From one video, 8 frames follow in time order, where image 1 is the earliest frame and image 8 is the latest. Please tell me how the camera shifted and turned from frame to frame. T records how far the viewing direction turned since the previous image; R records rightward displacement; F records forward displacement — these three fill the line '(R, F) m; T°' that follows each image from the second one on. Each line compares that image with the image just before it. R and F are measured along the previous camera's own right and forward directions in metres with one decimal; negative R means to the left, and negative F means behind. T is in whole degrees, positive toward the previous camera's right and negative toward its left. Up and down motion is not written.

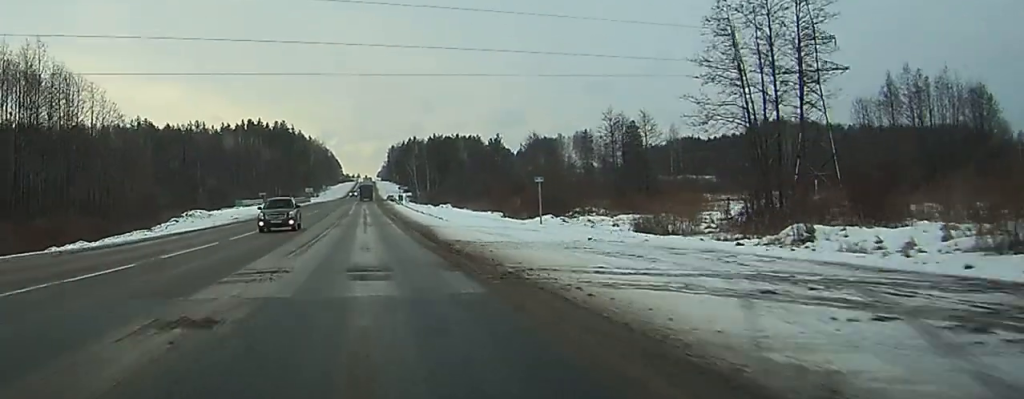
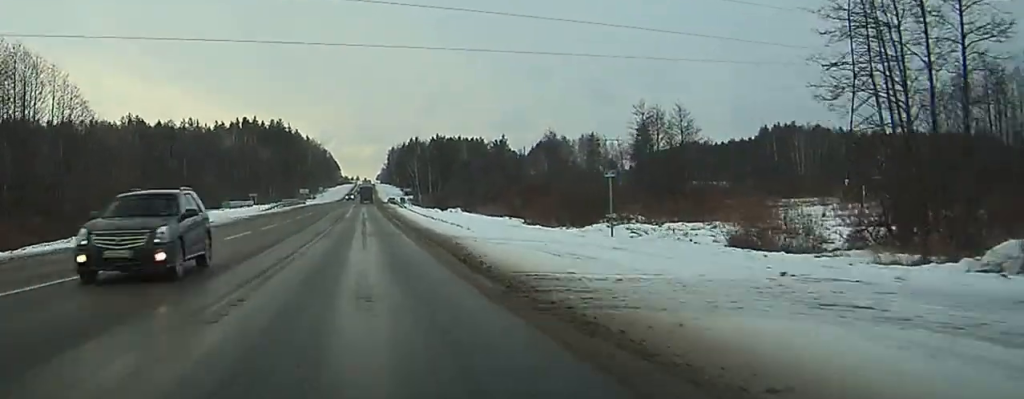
(+0.1, +12.7) m; 0°
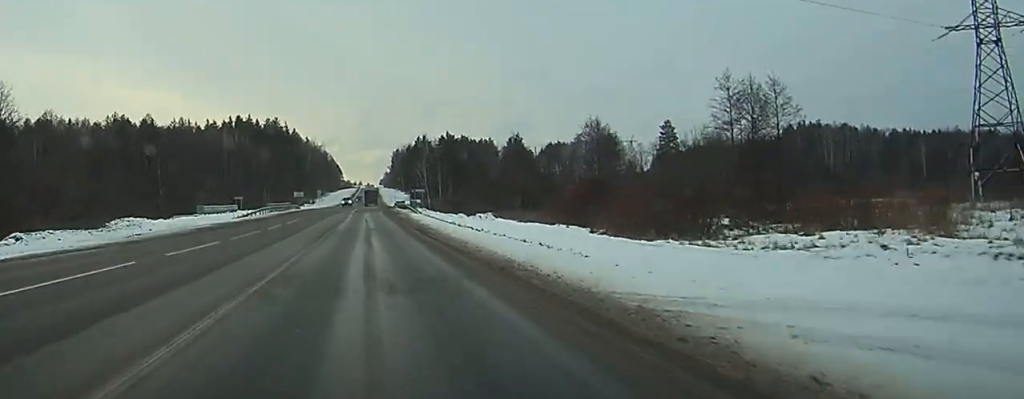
(-0.1, +22.7) m; 0°
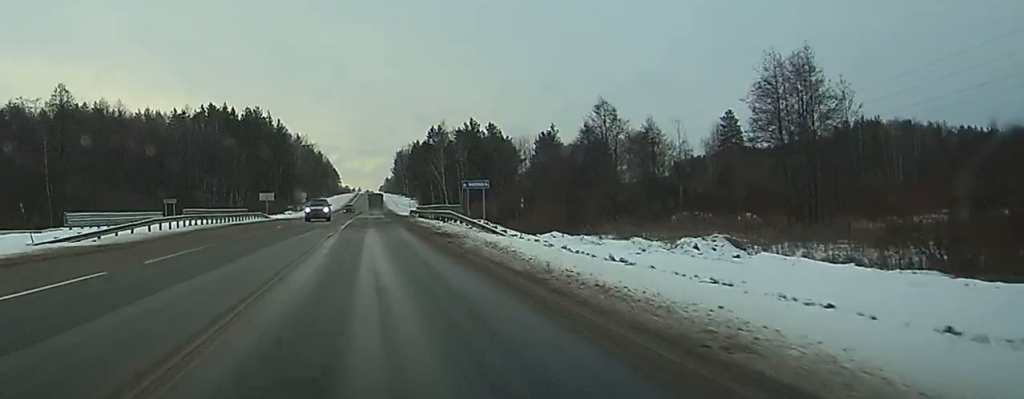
(0.0, +50.8) m; 0°
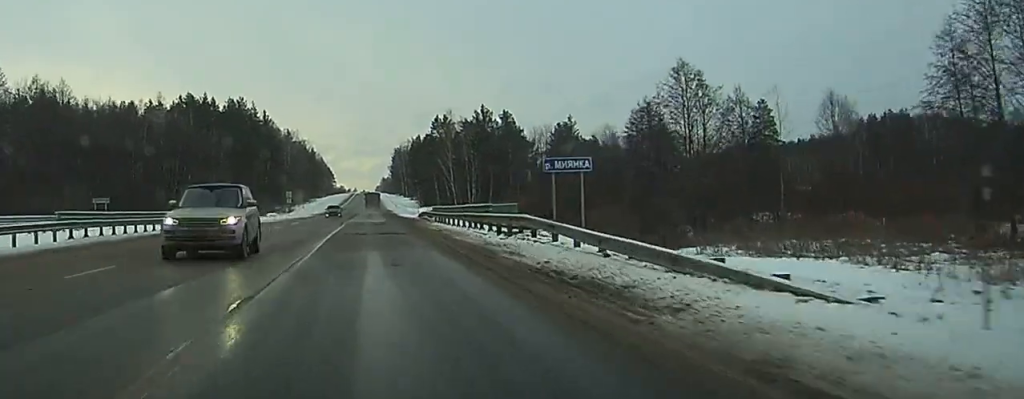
(0.0, +23.5) m; 0°
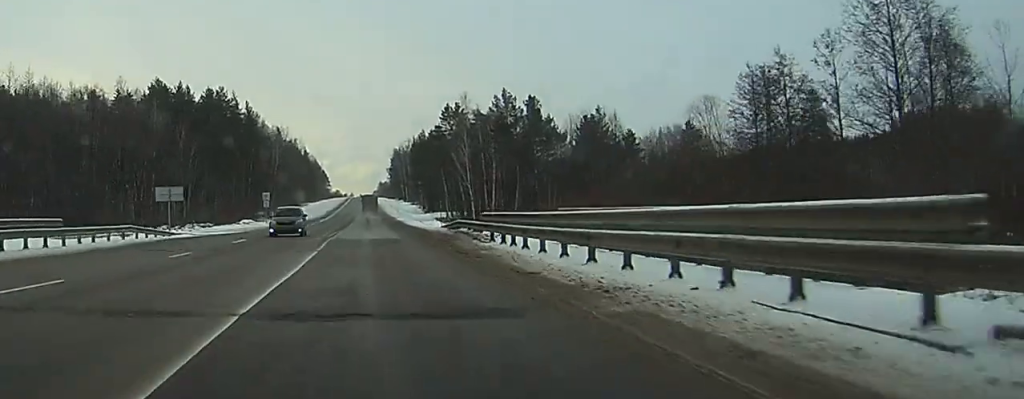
(0.0, +27.2) m; 0°
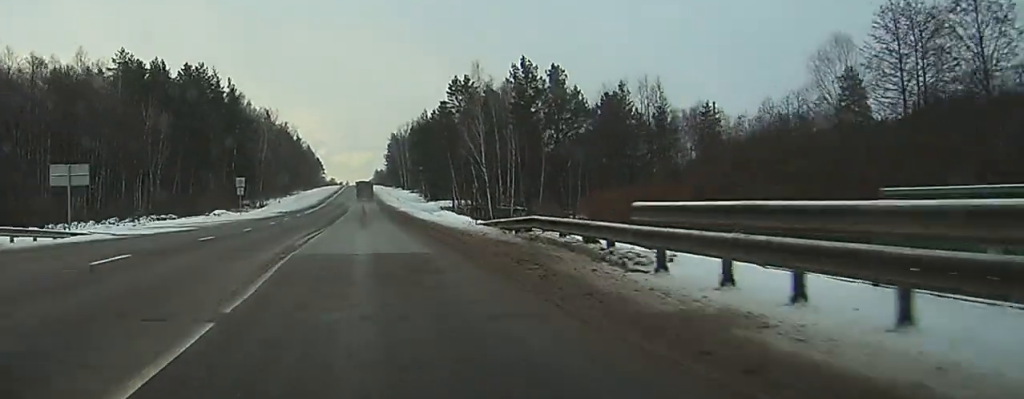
(0.0, +19.1) m; 0°
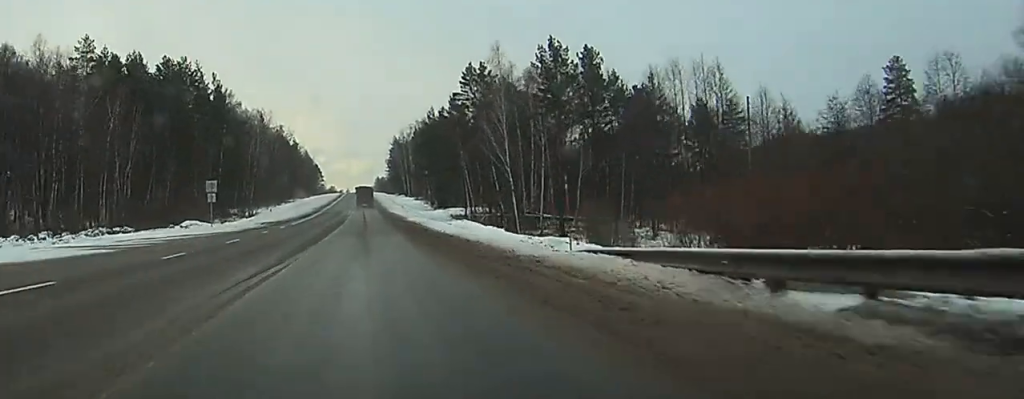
(0.0, +17.4) m; 0°
